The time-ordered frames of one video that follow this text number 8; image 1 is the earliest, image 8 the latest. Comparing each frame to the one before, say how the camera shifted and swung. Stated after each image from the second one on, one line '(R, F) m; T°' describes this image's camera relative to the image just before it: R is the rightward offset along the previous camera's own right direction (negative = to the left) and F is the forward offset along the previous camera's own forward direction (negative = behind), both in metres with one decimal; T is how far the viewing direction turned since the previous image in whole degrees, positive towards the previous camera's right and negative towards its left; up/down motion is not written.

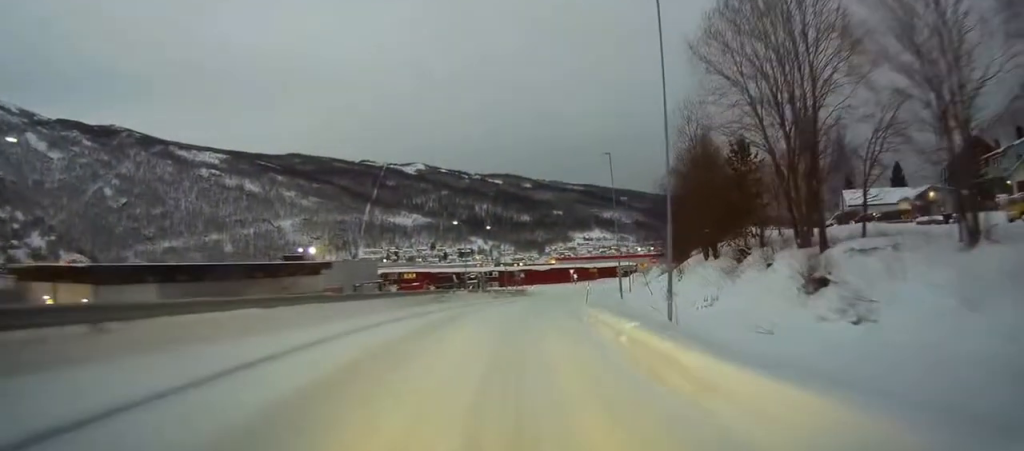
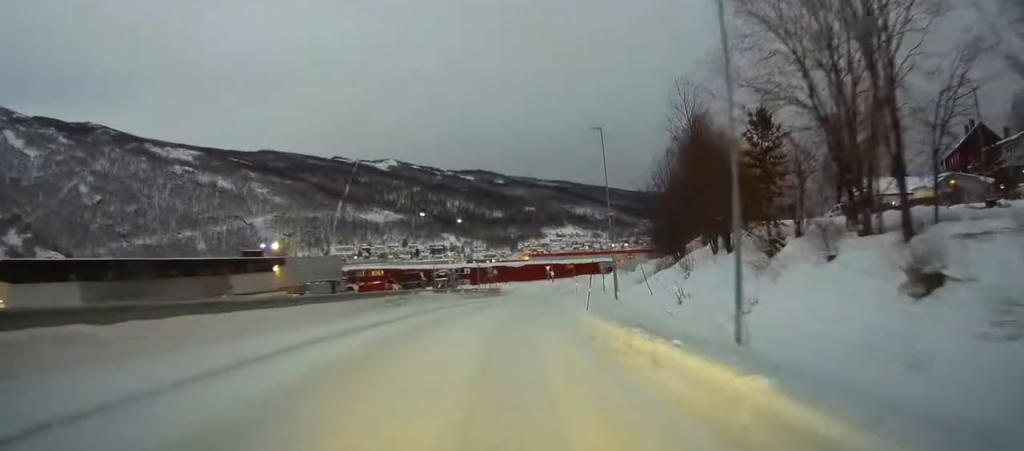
(+0.2, +8.0) m; +5°
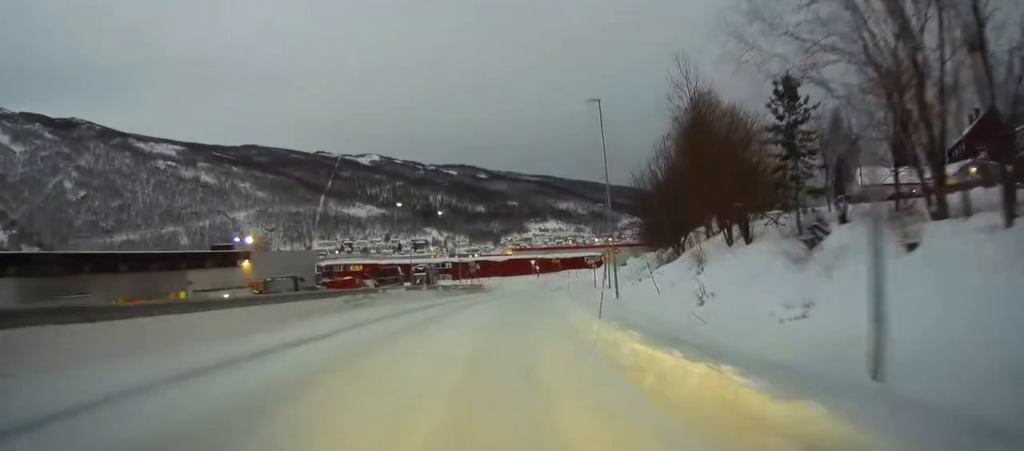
(+0.4, +5.5) m; +2°
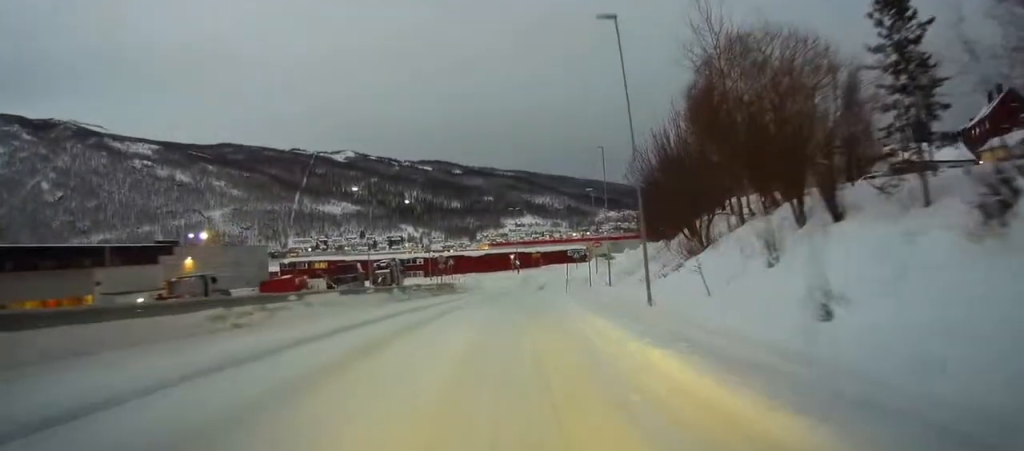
(+0.4, +11.3) m; +4°
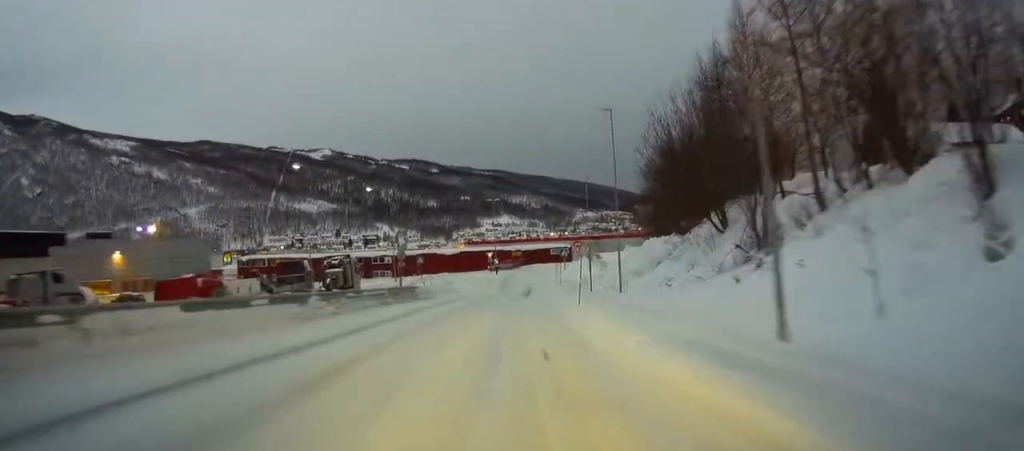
(+0.3, +11.9) m; 0°
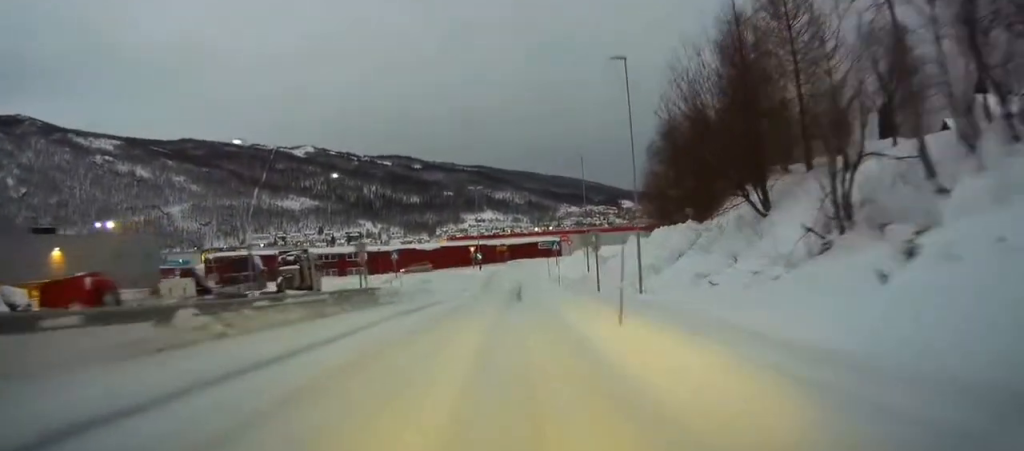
(-0.1, +9.0) m; -2°
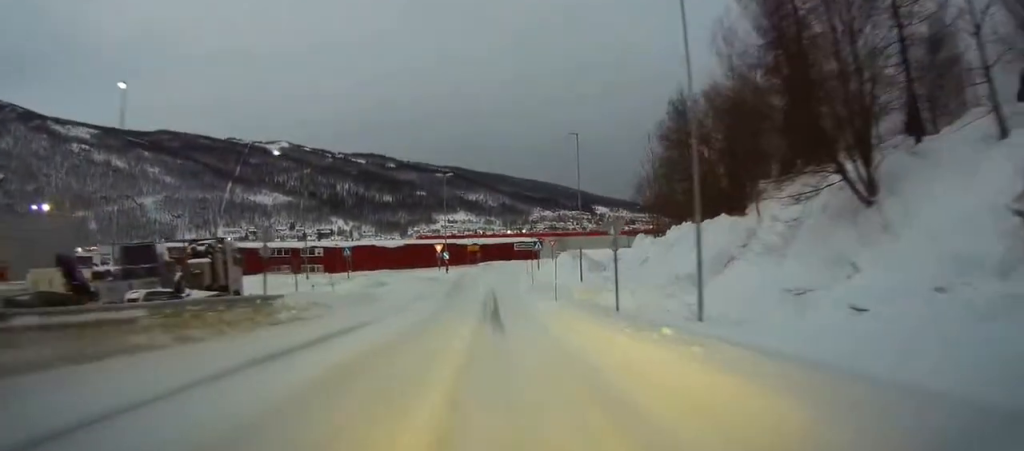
(-0.4, +12.4) m; 0°
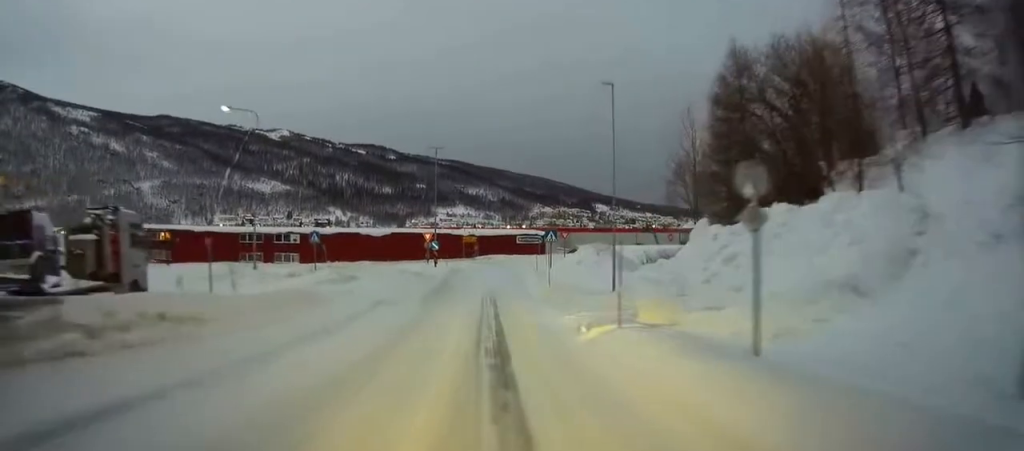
(+0.4, +12.5) m; +5°
